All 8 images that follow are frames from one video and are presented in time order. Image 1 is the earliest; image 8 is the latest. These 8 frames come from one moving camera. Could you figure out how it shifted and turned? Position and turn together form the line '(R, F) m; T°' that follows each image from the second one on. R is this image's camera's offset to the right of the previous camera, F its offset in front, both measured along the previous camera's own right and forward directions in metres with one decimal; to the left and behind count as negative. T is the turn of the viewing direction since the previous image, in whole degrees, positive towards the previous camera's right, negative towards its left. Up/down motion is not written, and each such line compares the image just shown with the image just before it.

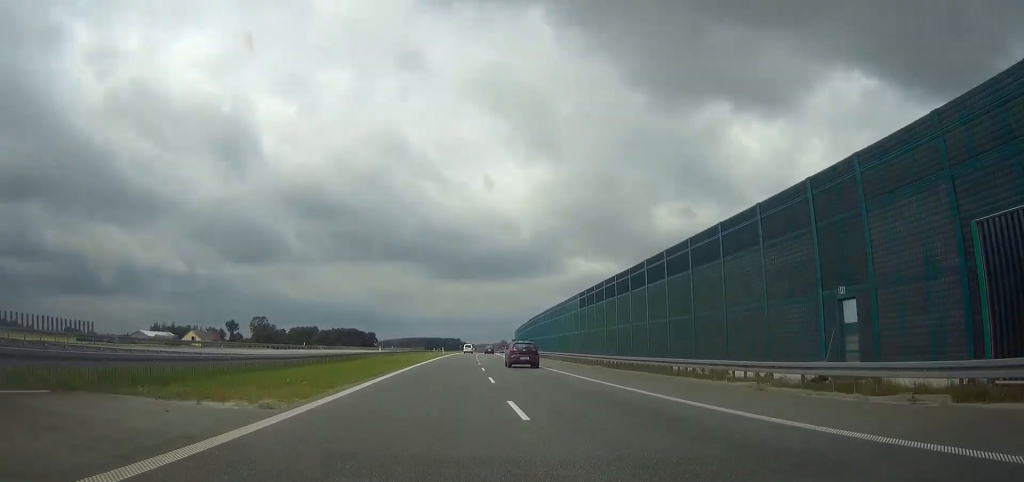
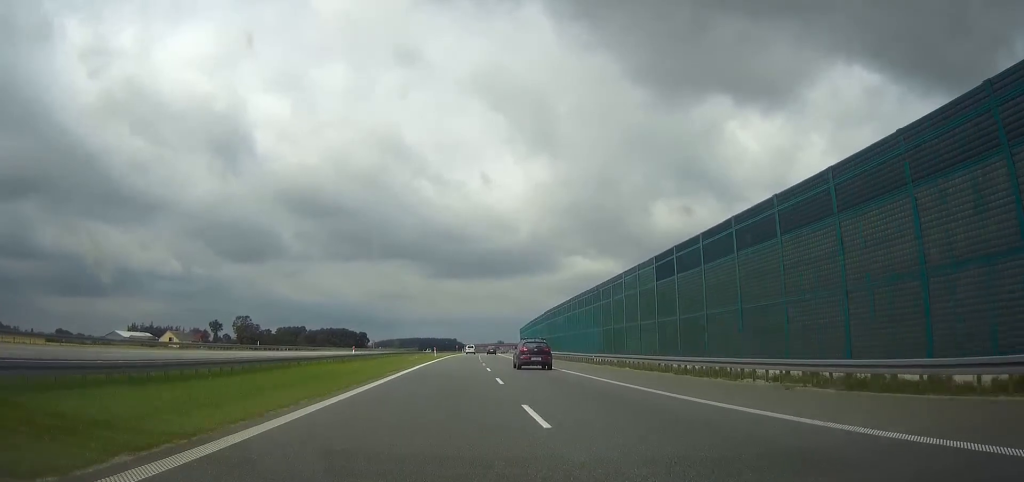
(+0.1, +25.3) m; 0°
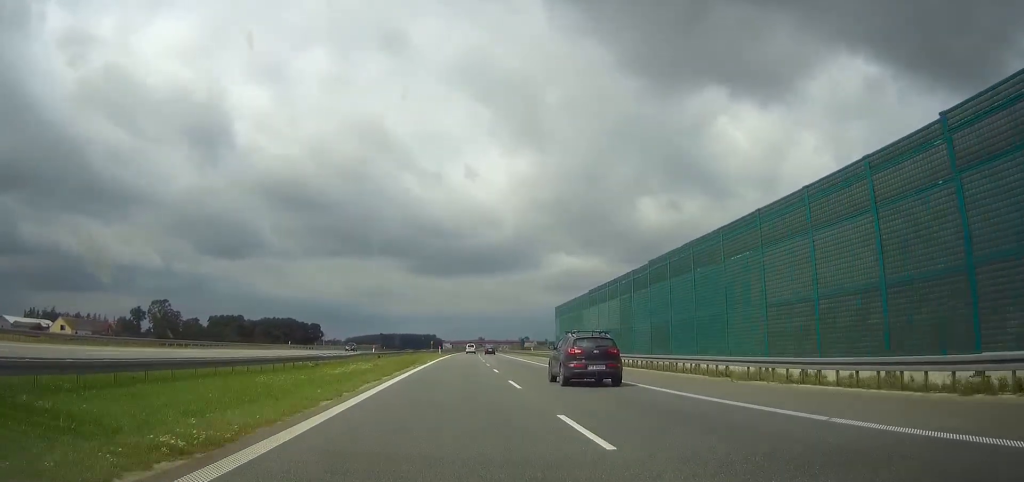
(+0.9, +85.8) m; +2°
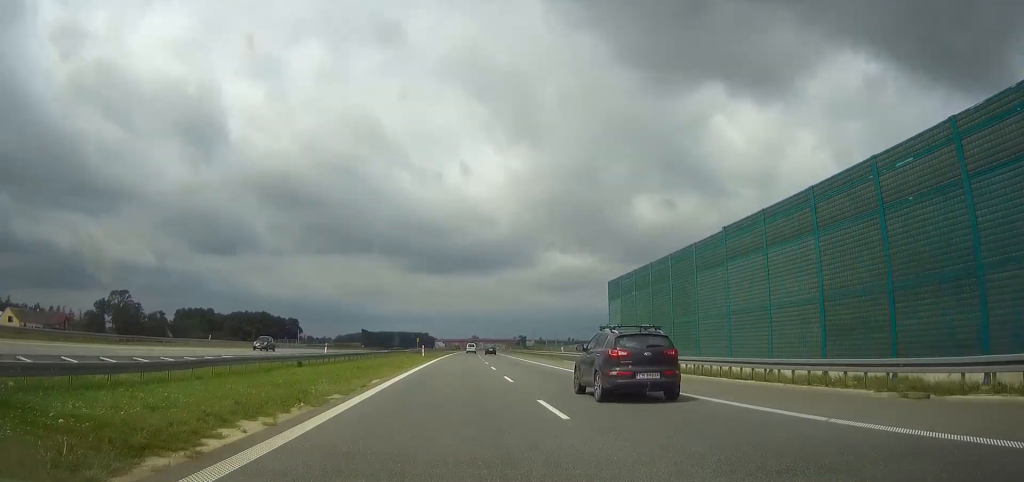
(+0.3, +32.4) m; +1°
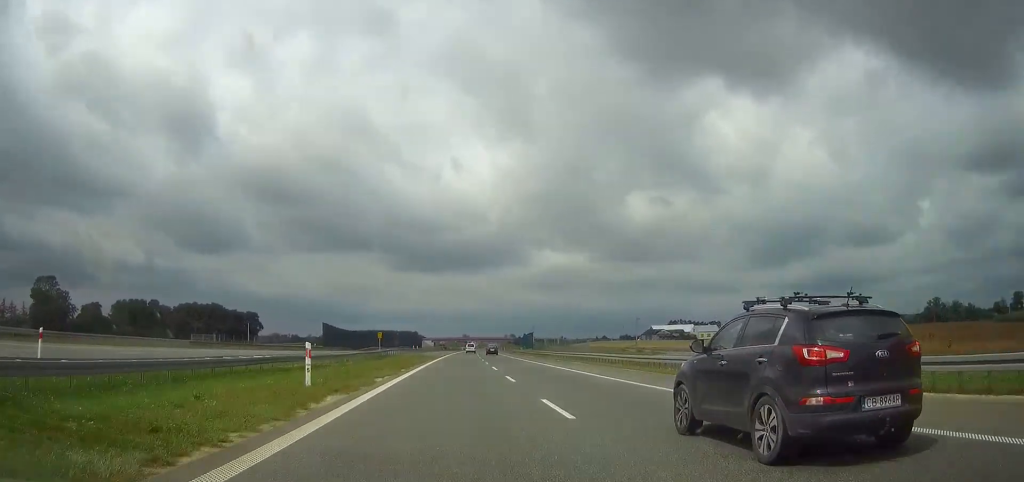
(+0.4, +47.9) m; +1°
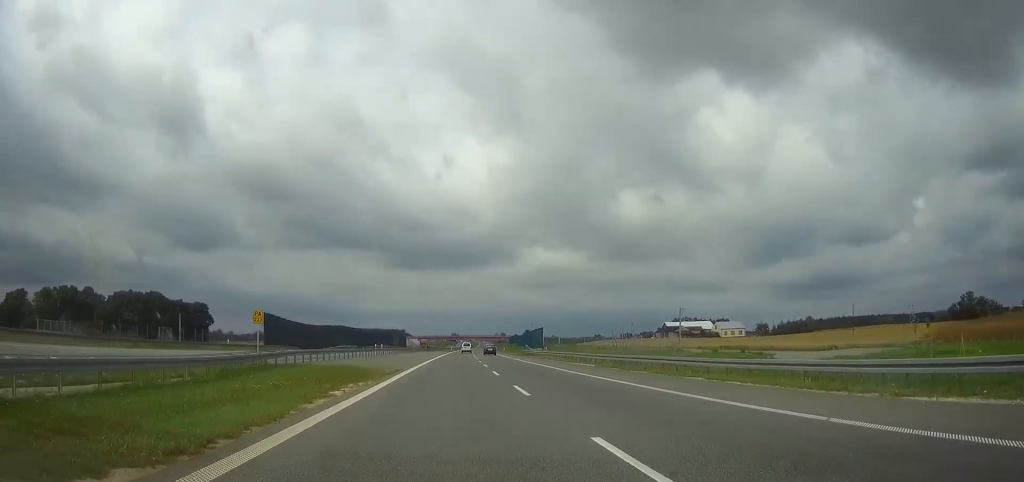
(+0.2, +42.2) m; +1°
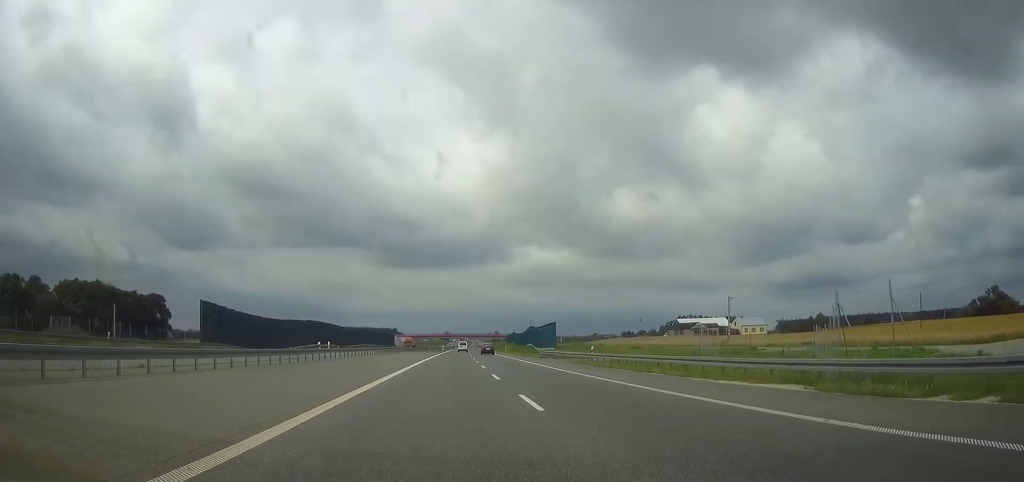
(+0.1, +28.2) m; 0°
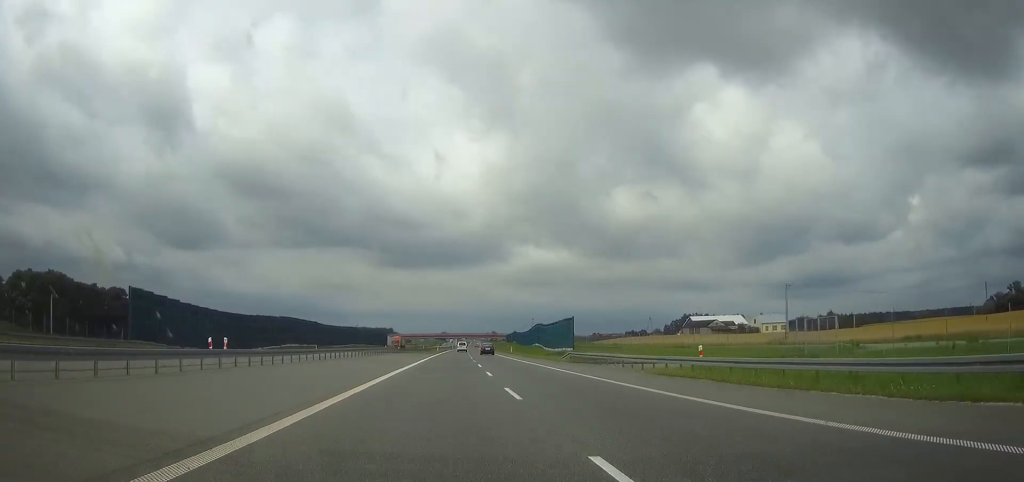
(+0.1, +21.2) m; 0°
